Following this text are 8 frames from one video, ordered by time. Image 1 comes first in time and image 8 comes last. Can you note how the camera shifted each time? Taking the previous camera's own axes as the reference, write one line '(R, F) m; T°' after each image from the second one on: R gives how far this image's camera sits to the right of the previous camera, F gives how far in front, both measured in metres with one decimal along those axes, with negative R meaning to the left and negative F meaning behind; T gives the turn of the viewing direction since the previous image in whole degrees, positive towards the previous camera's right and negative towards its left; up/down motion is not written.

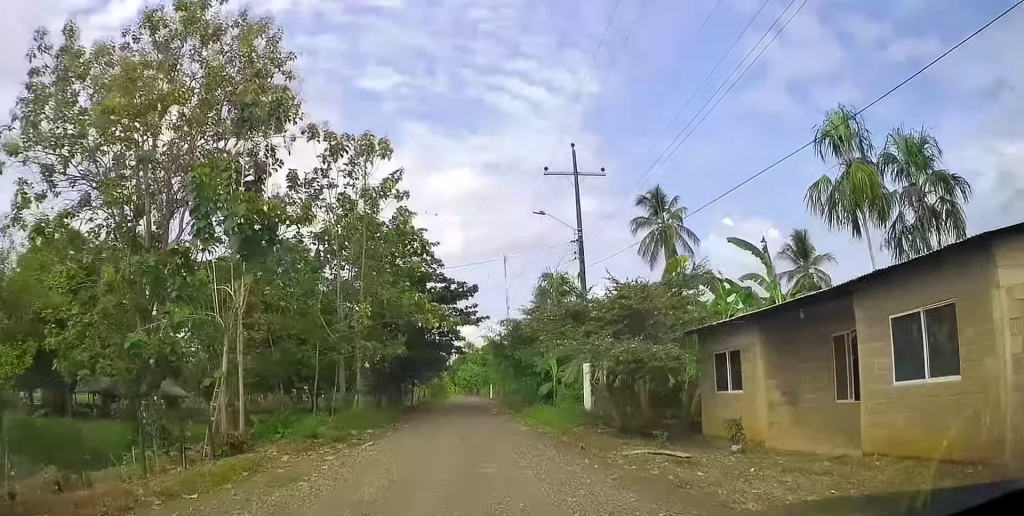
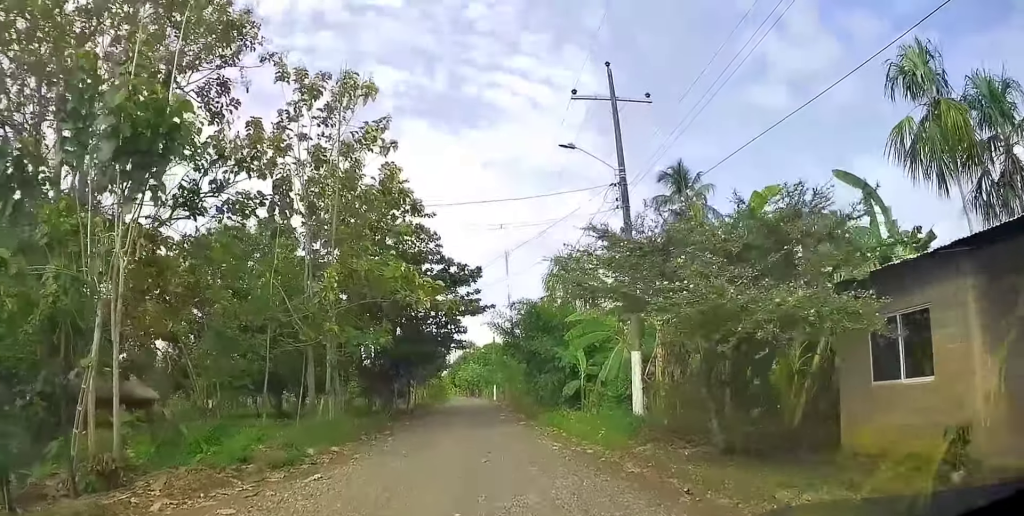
(+0.1, +6.1) m; +2°
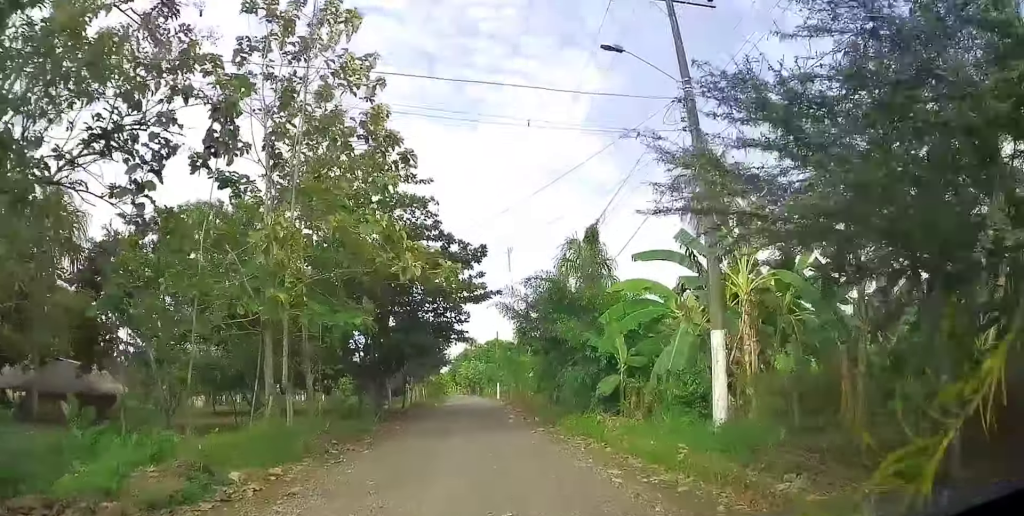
(+0.2, +5.1) m; +2°
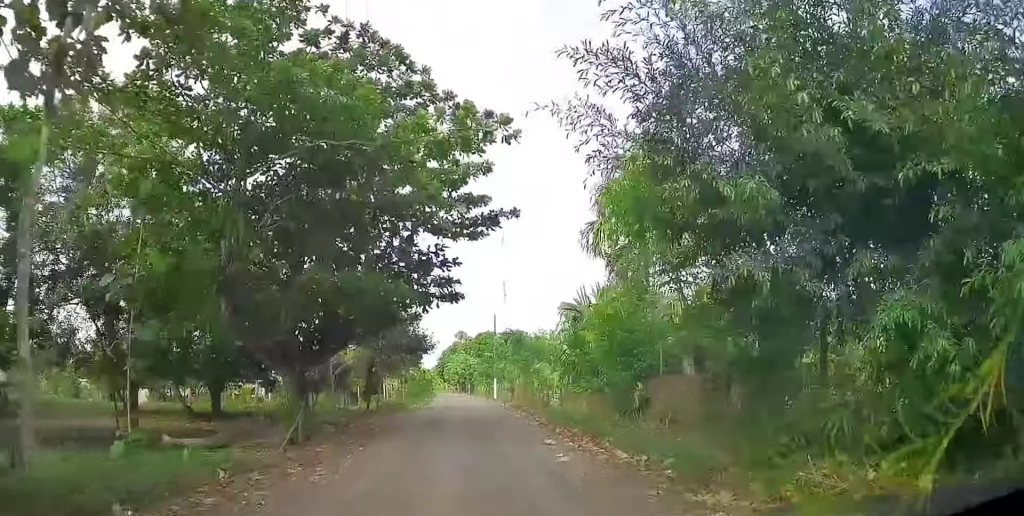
(+0.3, +14.6) m; 0°
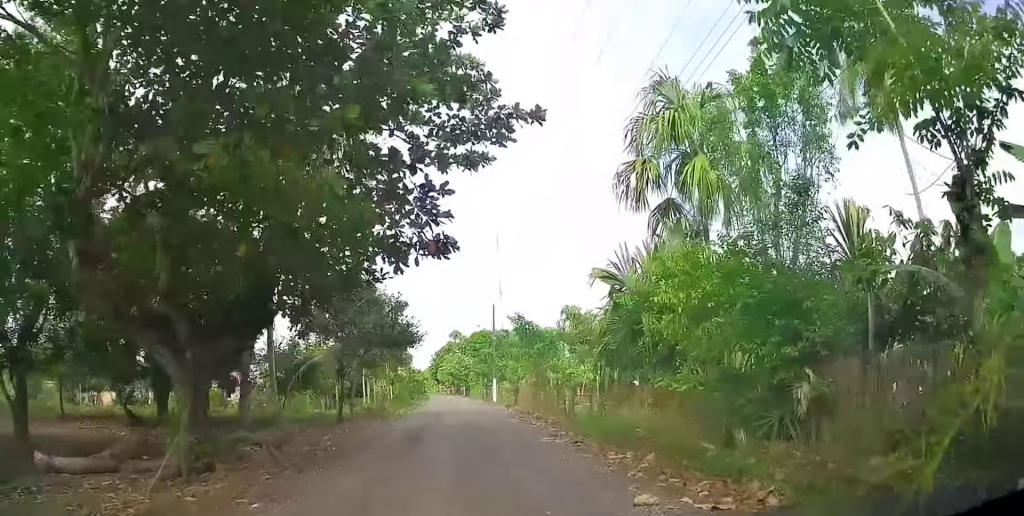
(-0.1, +7.2) m; -1°
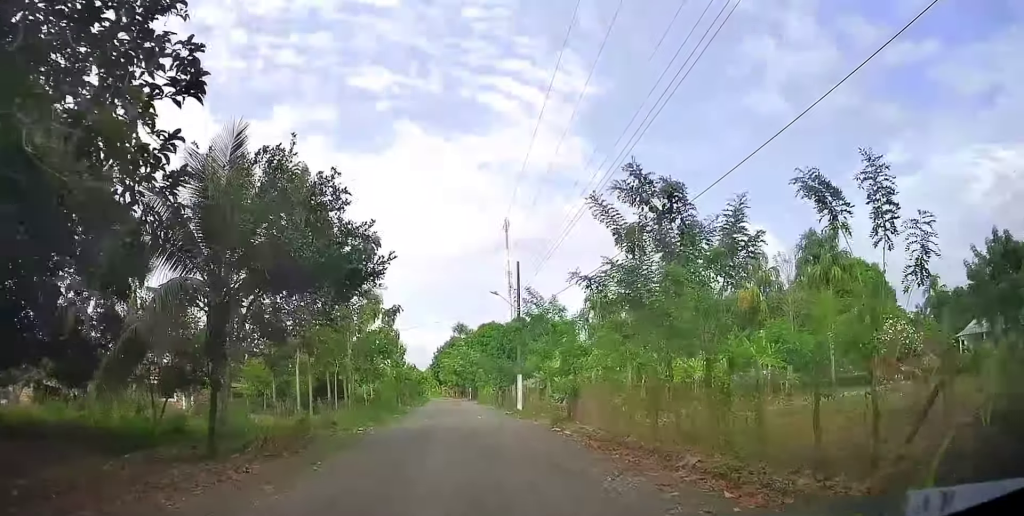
(-0.4, +16.6) m; 0°
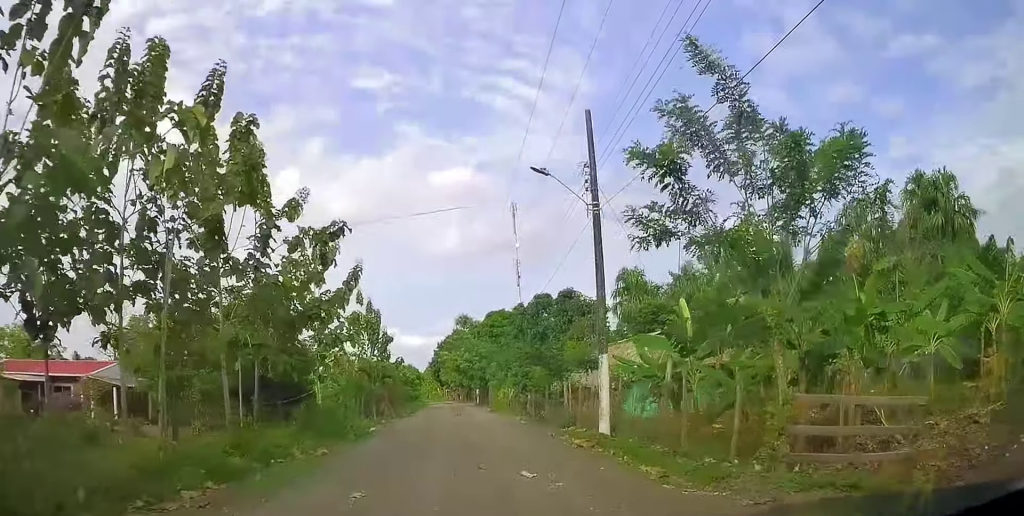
(+0.7, +17.7) m; +2°
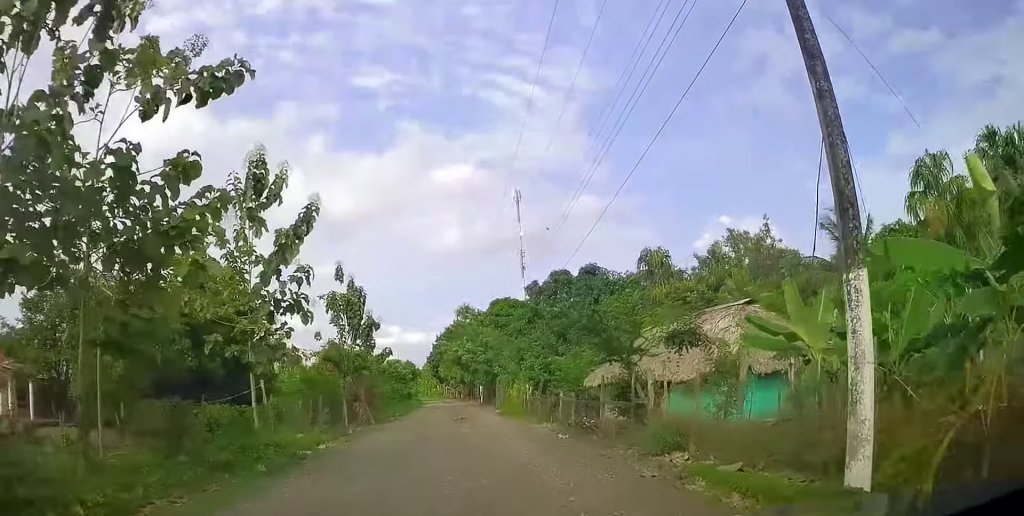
(-0.1, +9.2) m; -1°
